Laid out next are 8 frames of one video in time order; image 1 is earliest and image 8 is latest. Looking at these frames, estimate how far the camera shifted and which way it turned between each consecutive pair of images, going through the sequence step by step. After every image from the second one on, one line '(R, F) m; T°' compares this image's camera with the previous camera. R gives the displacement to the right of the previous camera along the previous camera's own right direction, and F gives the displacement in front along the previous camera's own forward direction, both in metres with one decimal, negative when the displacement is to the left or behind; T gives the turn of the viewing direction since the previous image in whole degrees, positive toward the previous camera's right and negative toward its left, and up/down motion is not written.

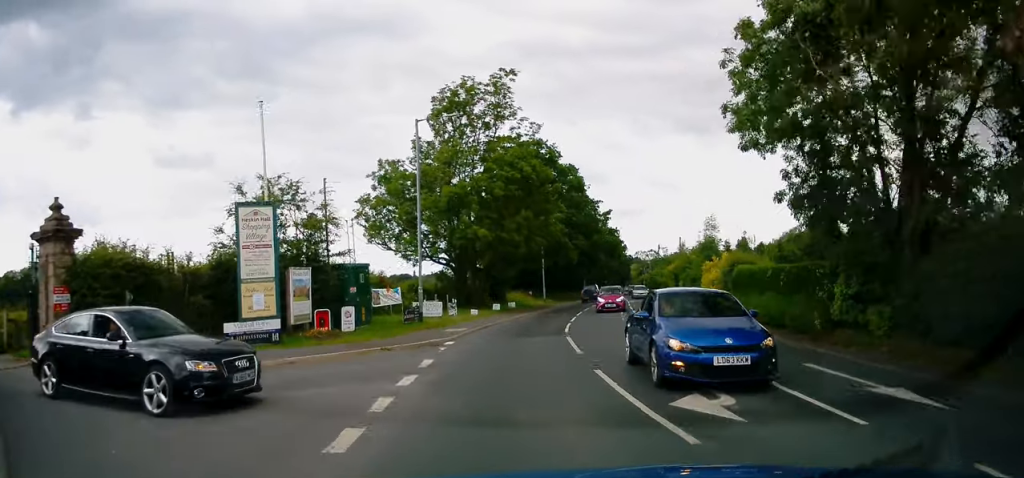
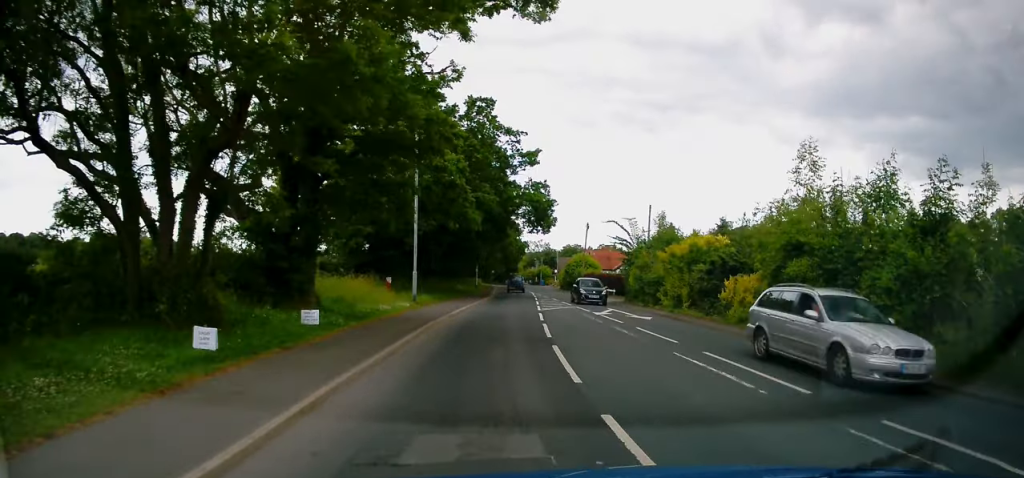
(+3.0, +29.0) m; +11°
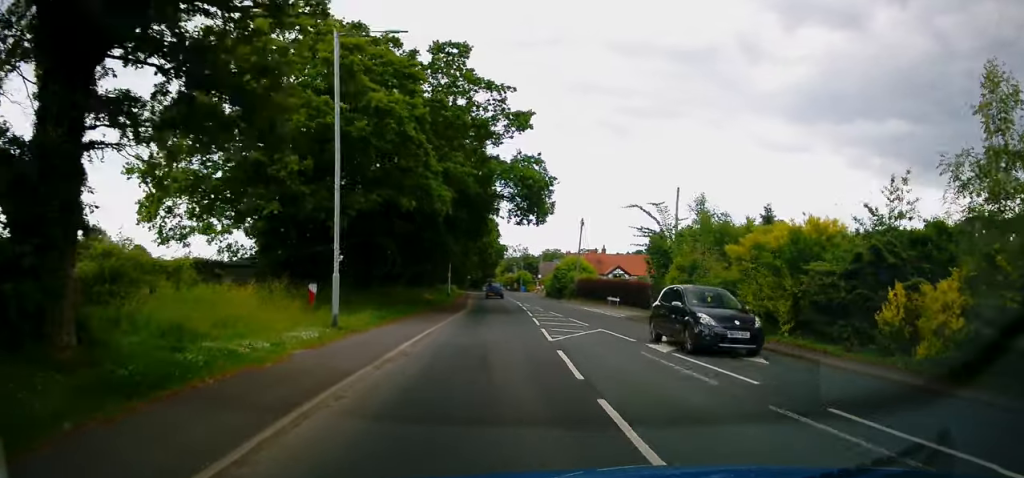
(+0.3, +11.1) m; +3°
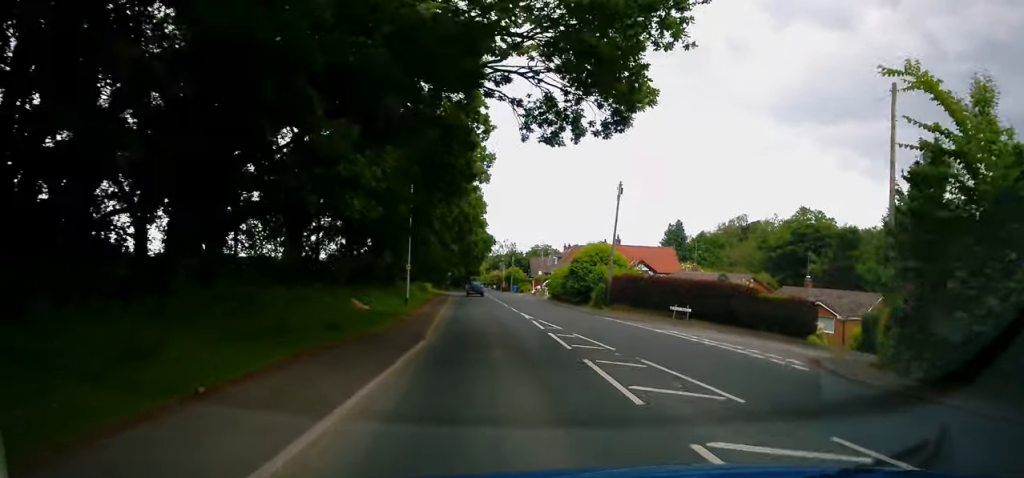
(+0.5, +20.0) m; +2°
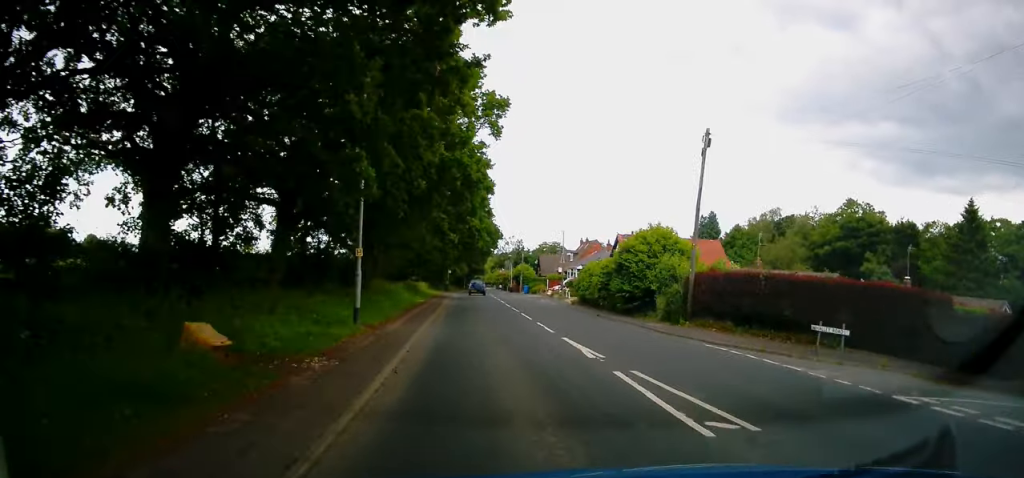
(0.0, +13.1) m; 0°
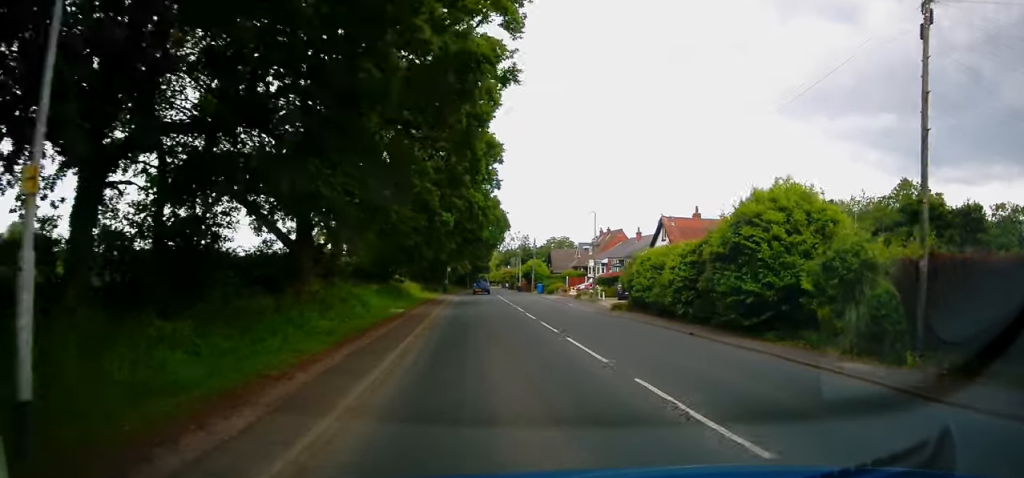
(-0.2, +12.9) m; 0°
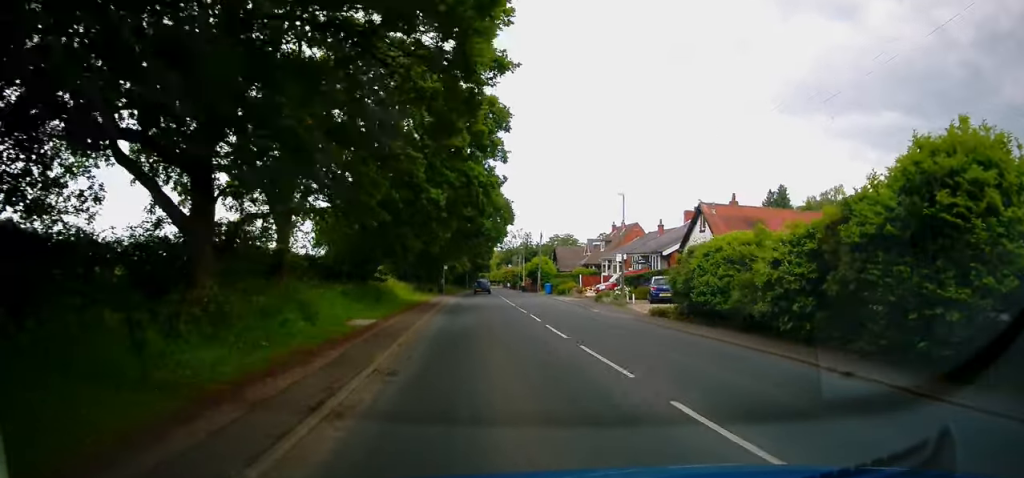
(+0.1, +7.7) m; 0°
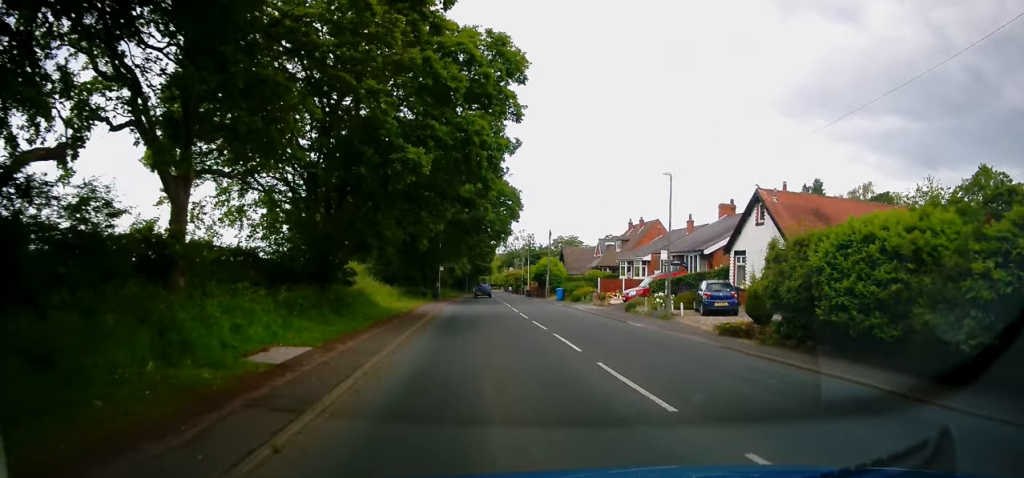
(0.0, +8.0) m; 0°
